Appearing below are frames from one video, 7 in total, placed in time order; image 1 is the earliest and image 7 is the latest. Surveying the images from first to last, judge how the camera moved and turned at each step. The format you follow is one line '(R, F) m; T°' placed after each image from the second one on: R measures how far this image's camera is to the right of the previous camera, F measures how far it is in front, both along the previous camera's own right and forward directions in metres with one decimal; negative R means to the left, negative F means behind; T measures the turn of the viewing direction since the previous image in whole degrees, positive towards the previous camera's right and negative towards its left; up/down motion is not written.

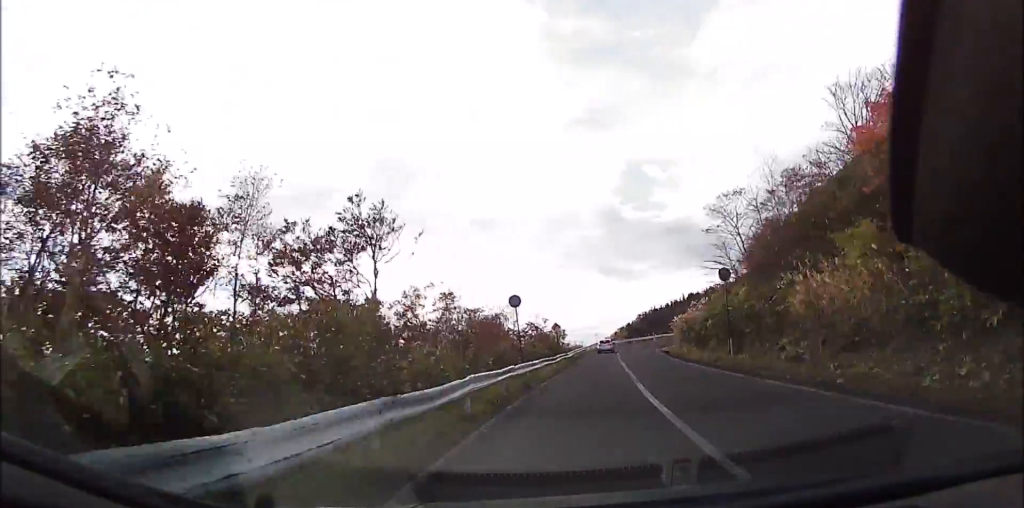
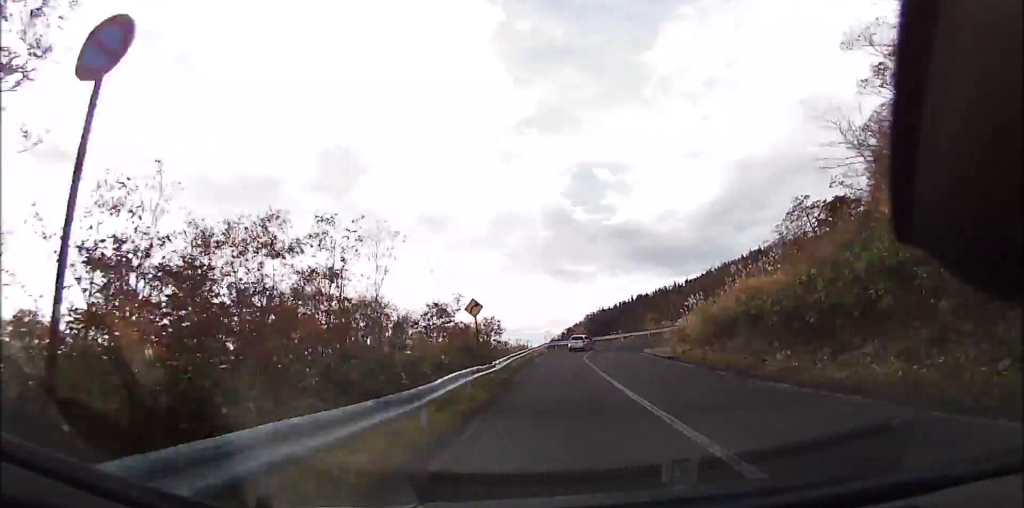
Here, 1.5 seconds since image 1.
(+0.8, +17.5) m; +4°
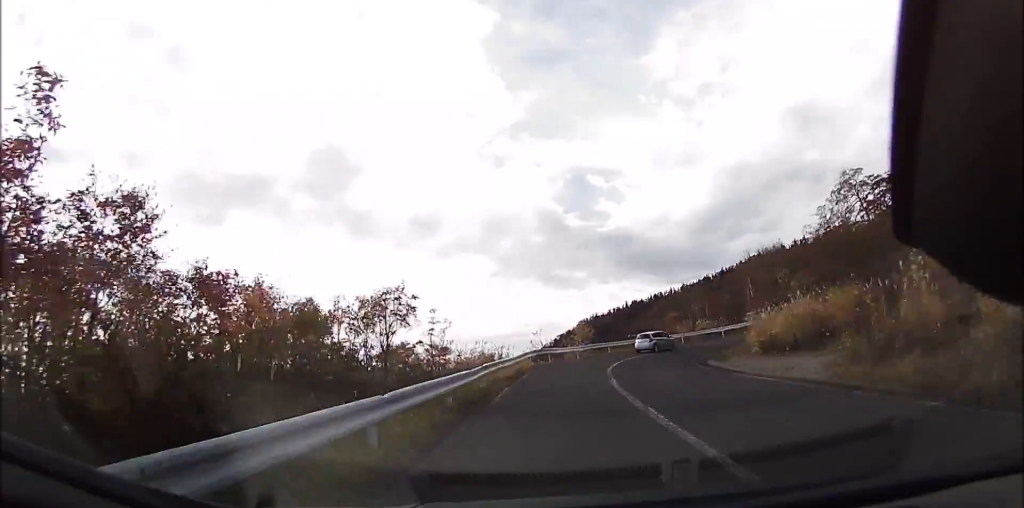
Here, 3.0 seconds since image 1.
(+0.6, +17.5) m; +5°
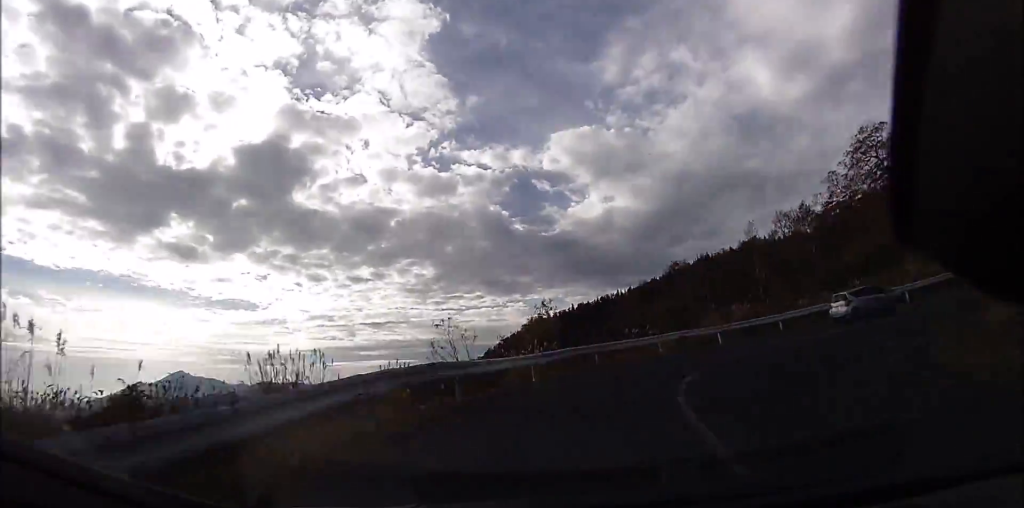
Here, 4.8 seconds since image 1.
(+0.9, +18.5) m; +10°
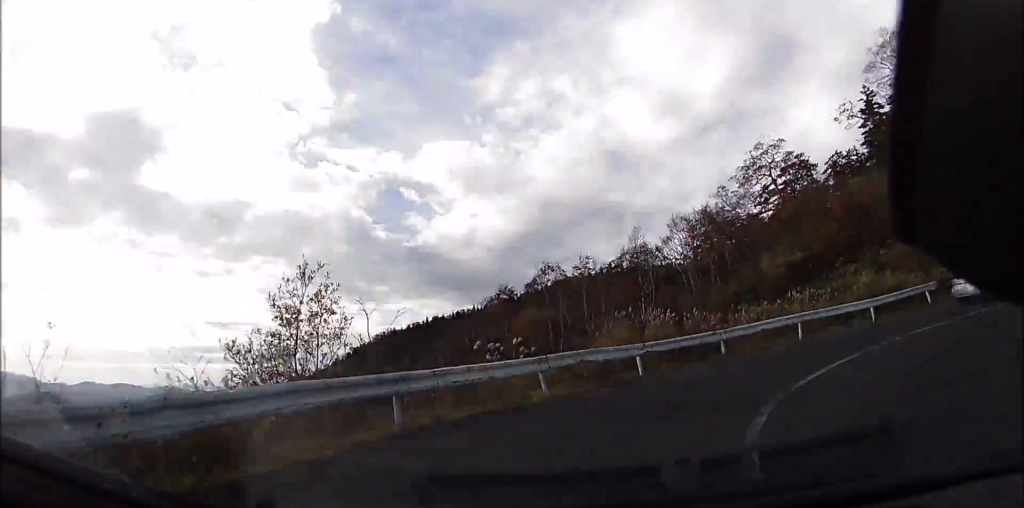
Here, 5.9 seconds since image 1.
(0.0, +10.1) m; +13°
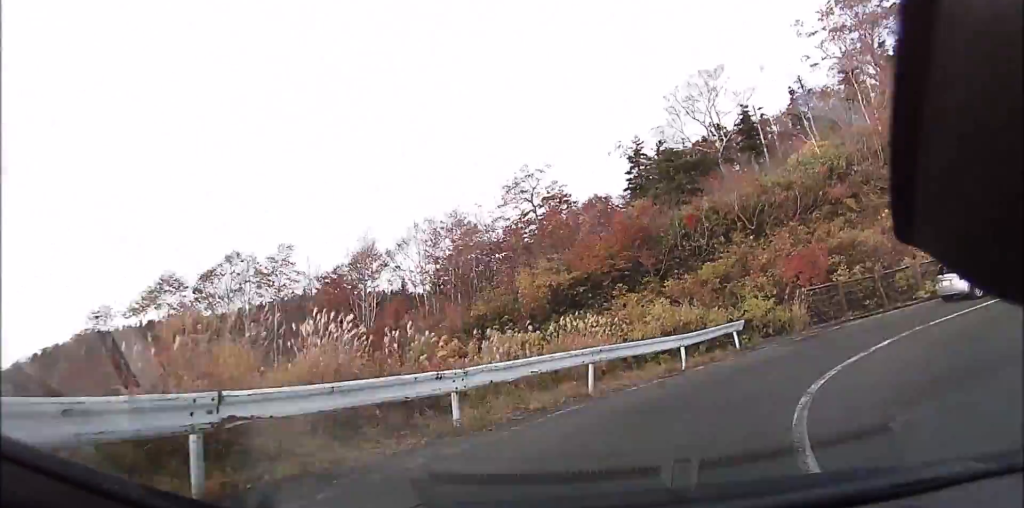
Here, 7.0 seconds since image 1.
(+1.2, +9.5) m; +30°
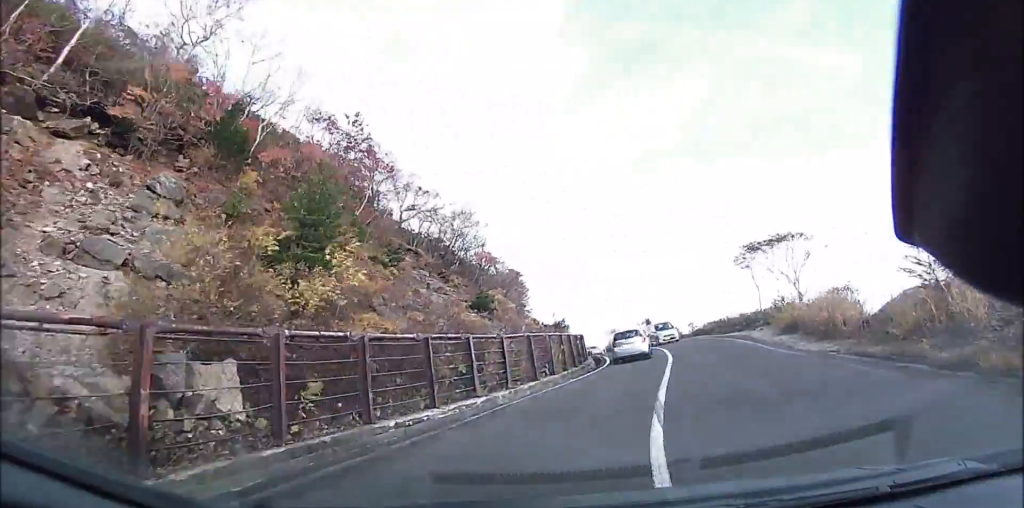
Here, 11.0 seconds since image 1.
(+23.5, +7.9) m; +122°
